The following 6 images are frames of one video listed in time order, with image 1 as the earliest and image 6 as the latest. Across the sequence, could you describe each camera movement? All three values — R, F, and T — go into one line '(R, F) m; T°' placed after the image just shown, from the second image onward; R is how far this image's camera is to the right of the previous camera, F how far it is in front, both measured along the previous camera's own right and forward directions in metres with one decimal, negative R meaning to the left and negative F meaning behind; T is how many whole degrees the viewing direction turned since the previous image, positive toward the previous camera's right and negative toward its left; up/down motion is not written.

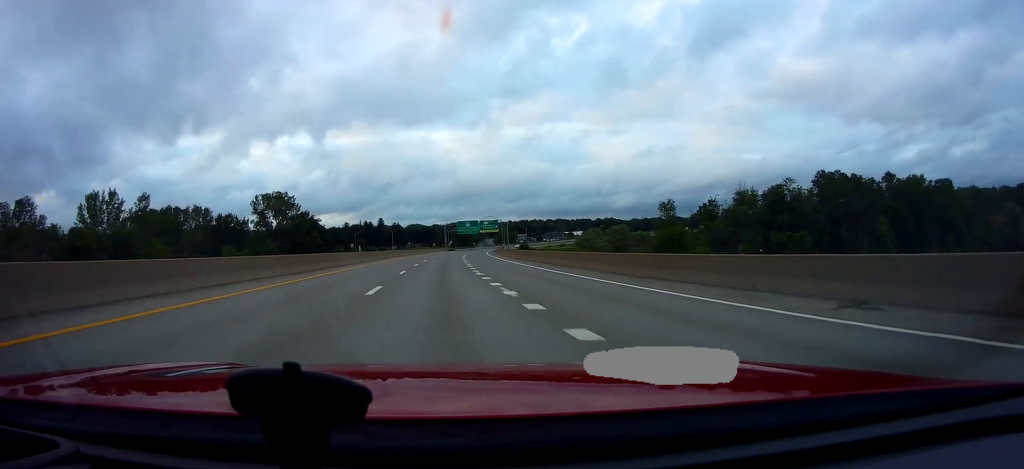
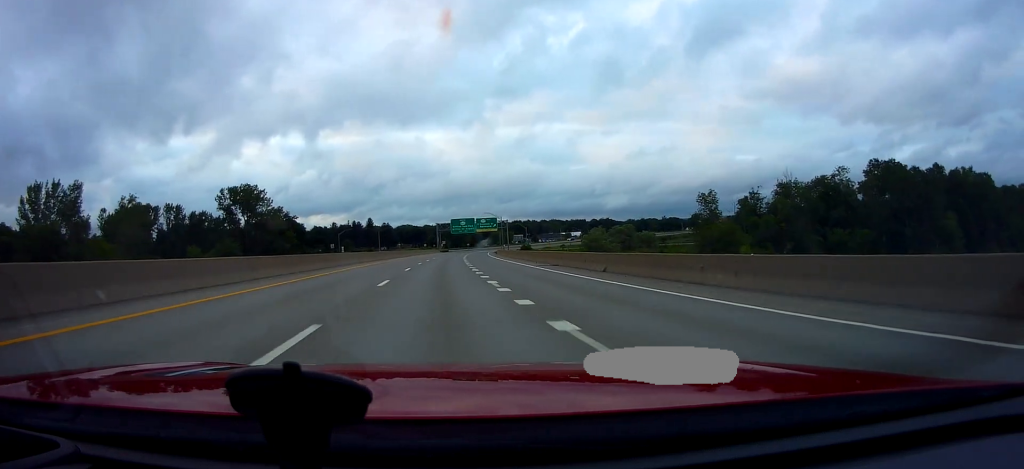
(+0.2, +21.3) m; +1°
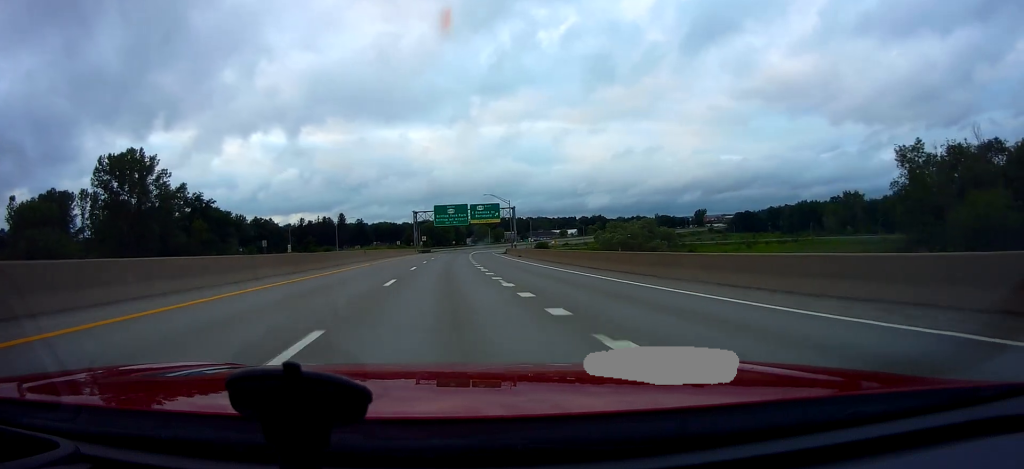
(+1.8, +50.1) m; +3°
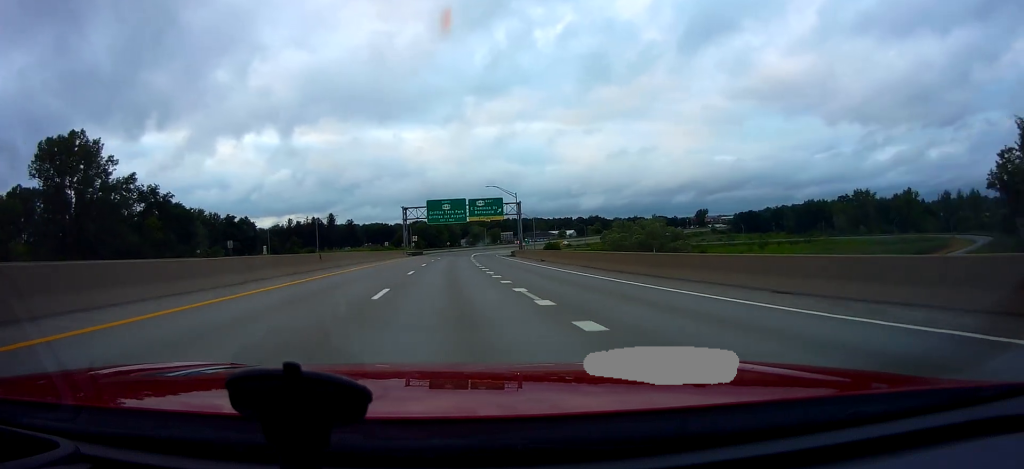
(0.0, +16.3) m; 0°
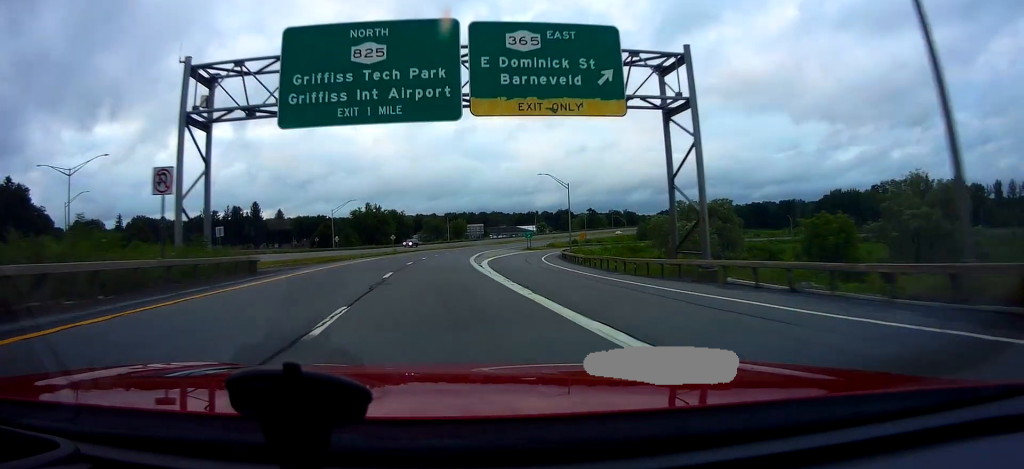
(+2.9, +79.3) m; +6°
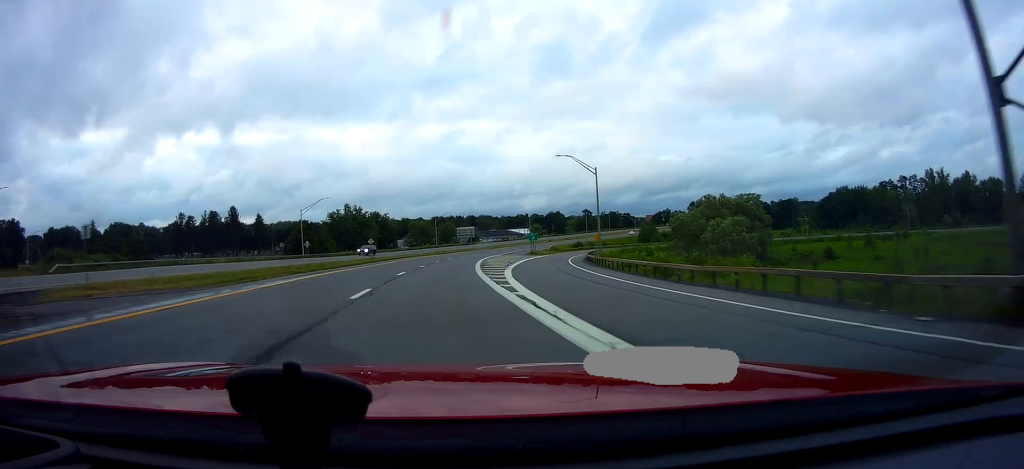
(+0.3, +18.0) m; +2°
